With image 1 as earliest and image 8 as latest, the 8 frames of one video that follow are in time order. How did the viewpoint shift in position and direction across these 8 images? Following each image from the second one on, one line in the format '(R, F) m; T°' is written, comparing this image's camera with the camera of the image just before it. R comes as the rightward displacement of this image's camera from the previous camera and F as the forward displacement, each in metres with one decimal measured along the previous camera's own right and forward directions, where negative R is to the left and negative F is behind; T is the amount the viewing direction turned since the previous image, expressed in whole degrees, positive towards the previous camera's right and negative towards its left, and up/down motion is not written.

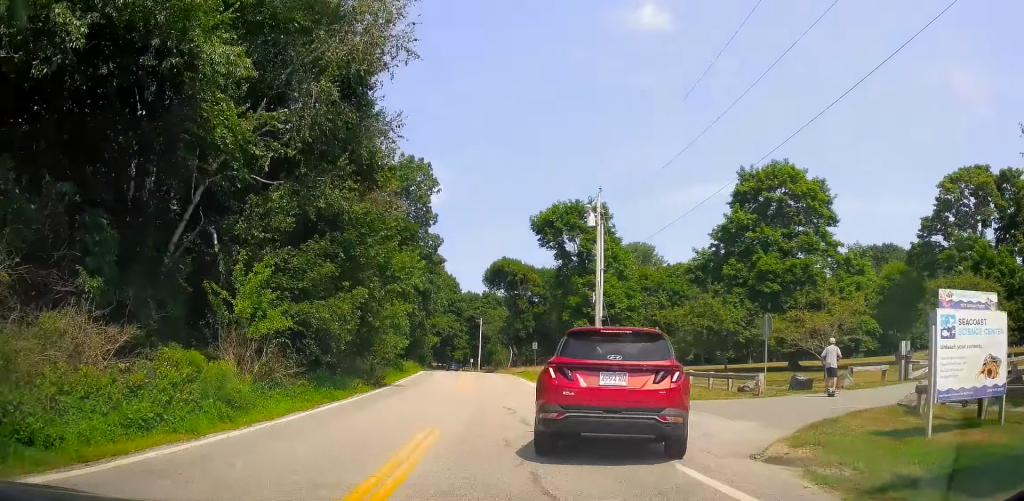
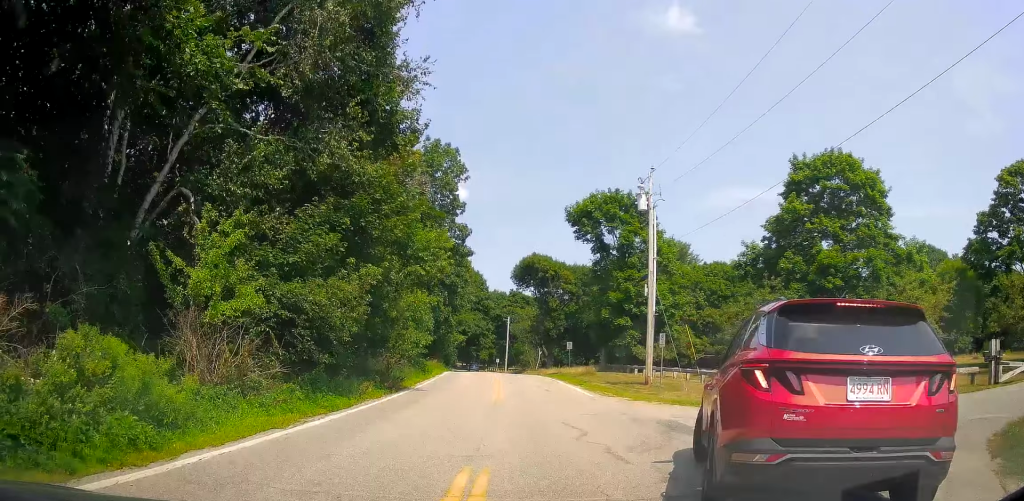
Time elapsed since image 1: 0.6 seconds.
(-0.1, +4.6) m; -2°
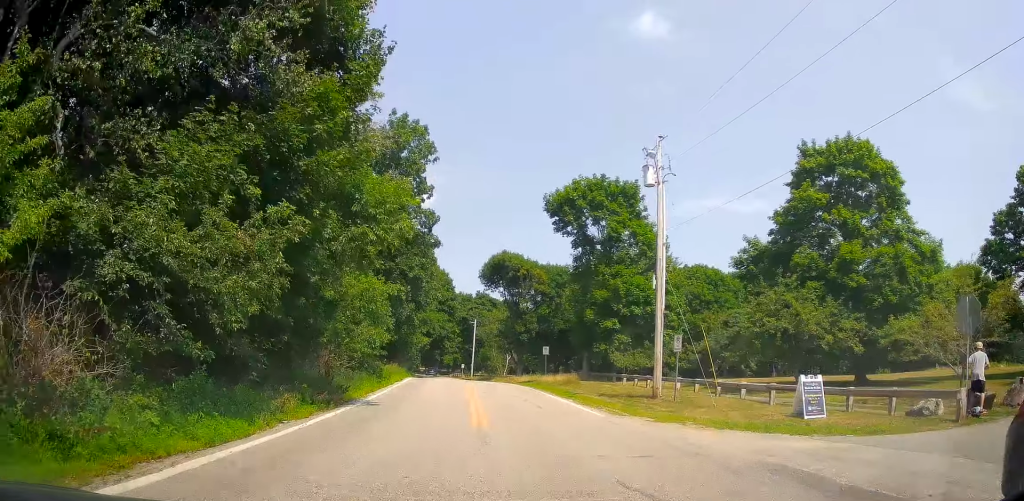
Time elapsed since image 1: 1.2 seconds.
(-0.2, +5.5) m; 0°
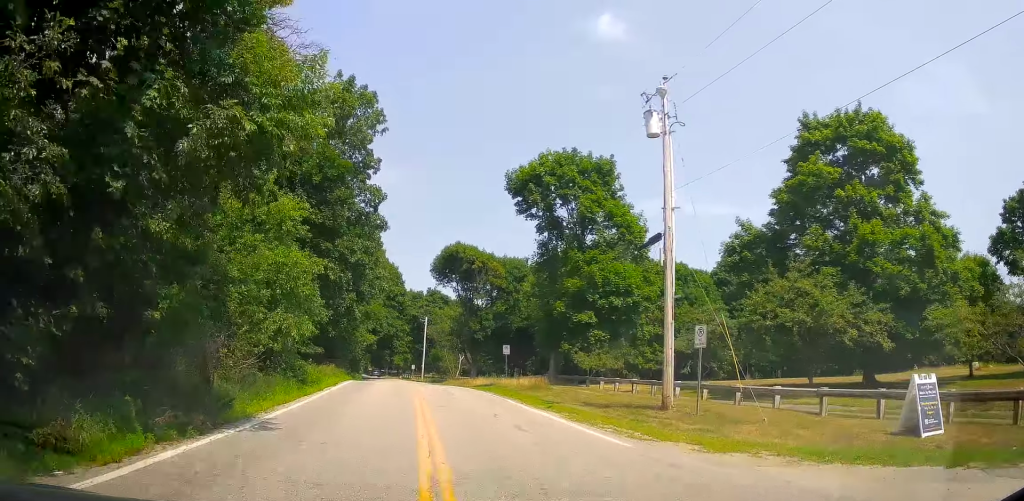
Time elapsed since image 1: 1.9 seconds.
(0.0, +5.5) m; +1°
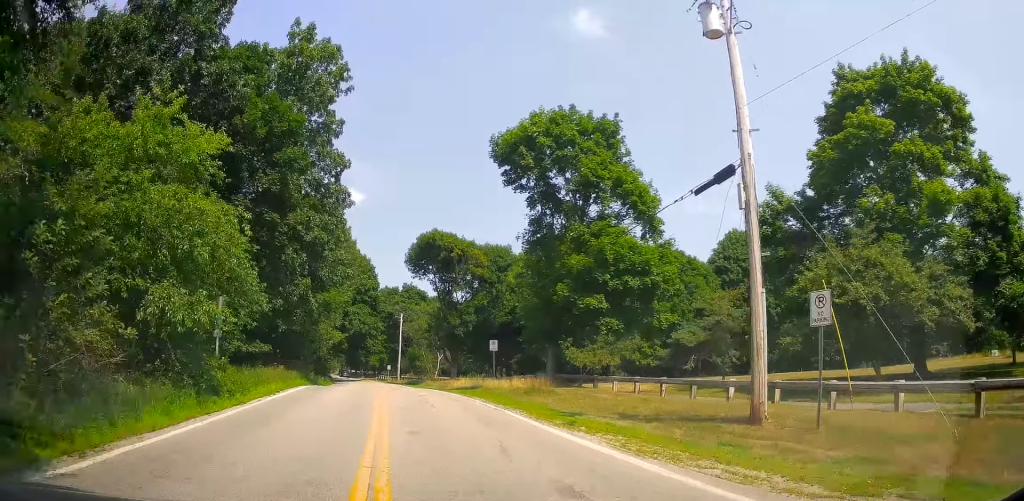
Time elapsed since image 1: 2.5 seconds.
(+0.1, +5.8) m; +2°
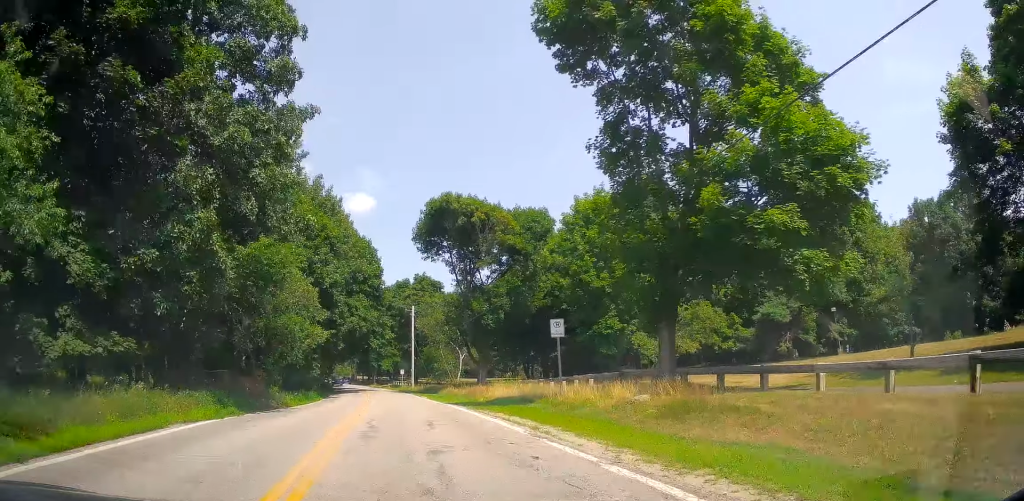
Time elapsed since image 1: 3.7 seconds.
(+0.3, +12.5) m; 0°
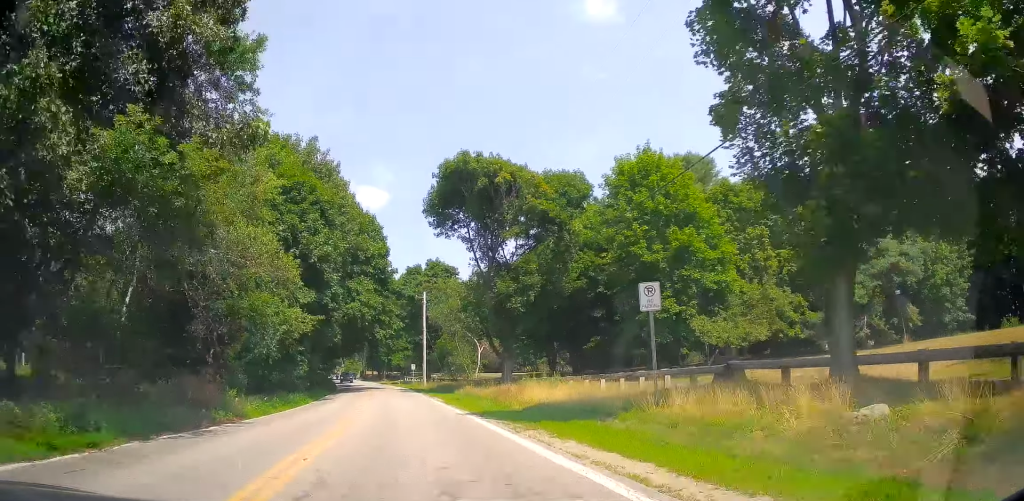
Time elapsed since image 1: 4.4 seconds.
(-0.2, +7.0) m; 0°
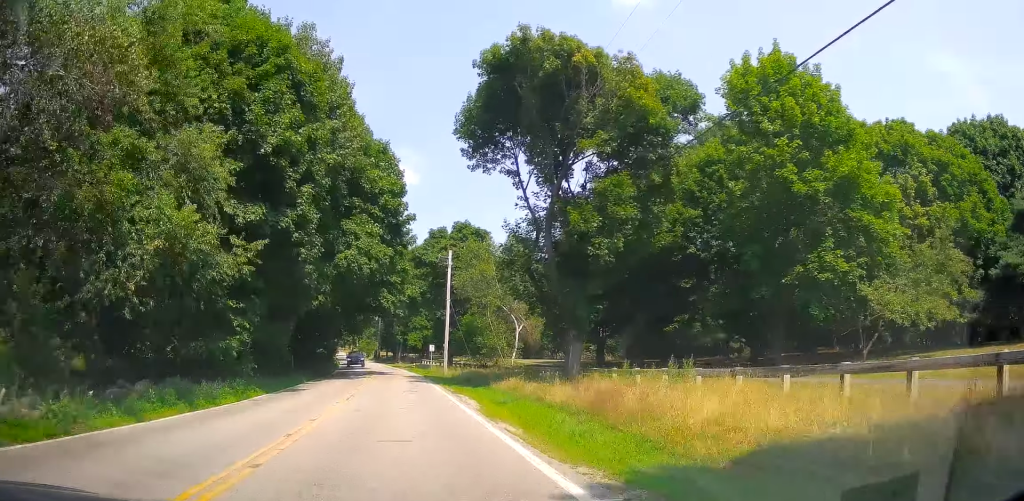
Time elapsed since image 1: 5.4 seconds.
(+0.2, +12.0) m; 0°
